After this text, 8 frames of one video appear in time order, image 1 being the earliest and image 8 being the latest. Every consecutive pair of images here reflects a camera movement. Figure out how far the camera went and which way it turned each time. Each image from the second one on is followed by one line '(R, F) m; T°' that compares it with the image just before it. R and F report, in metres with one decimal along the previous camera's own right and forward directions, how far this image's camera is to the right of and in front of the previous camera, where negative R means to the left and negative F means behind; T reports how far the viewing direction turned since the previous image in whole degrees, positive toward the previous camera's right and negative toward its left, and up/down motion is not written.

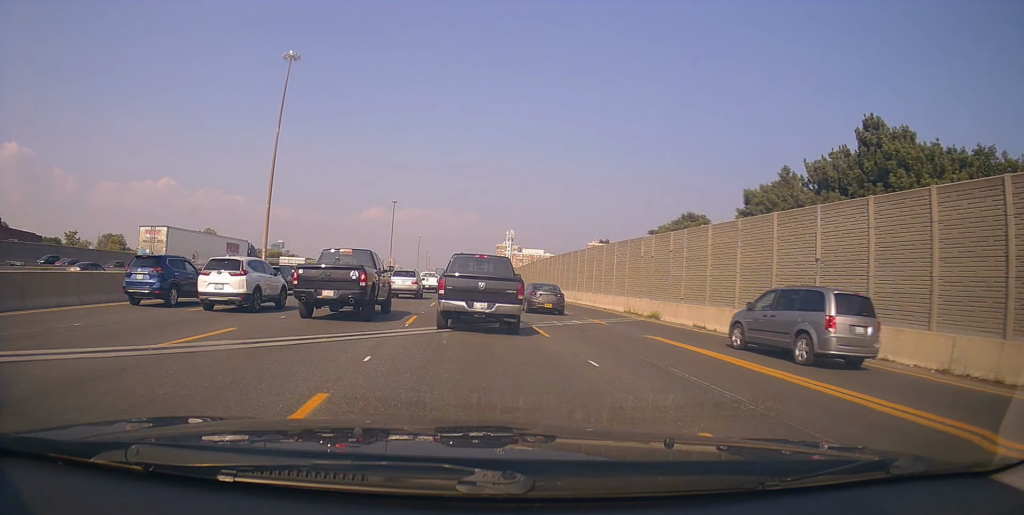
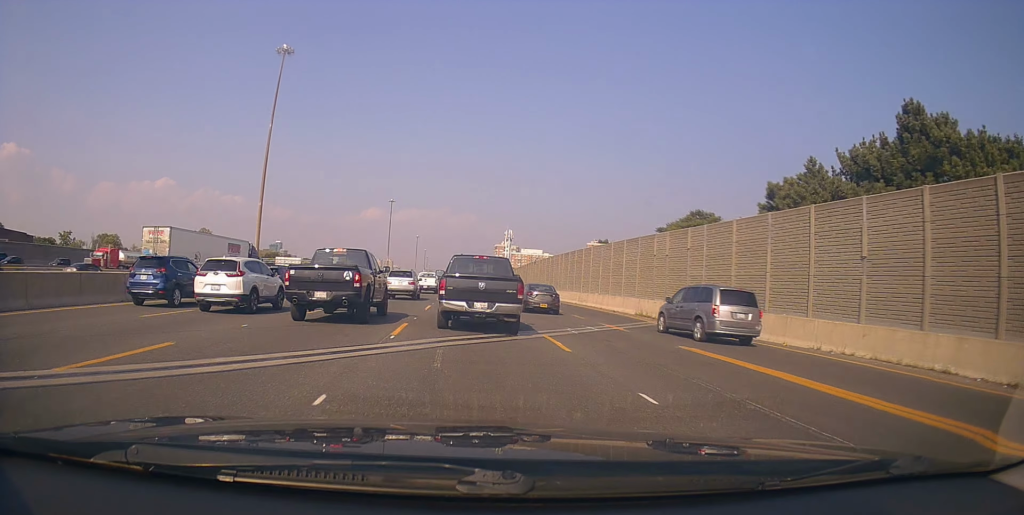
(-0.2, +2.7) m; +3°
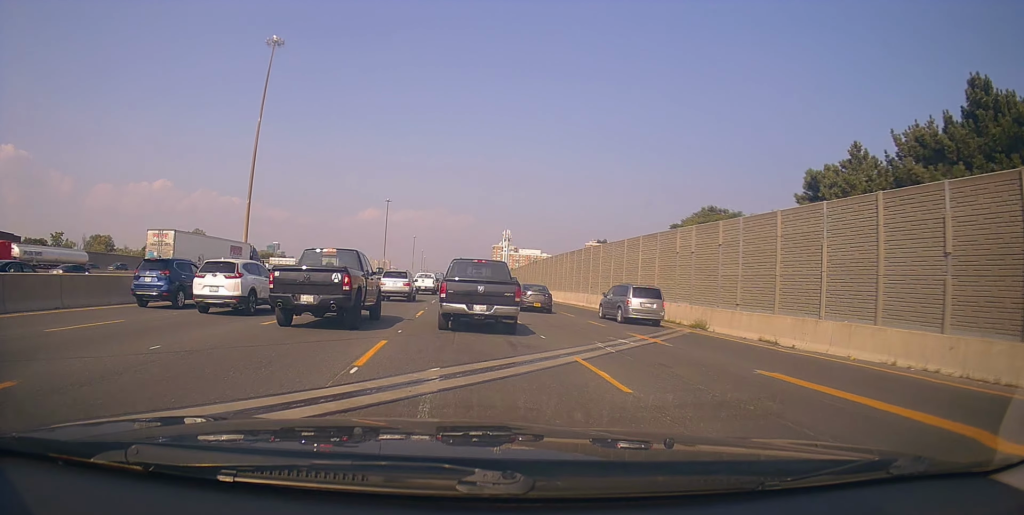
(+0.7, +4.1) m; +5°
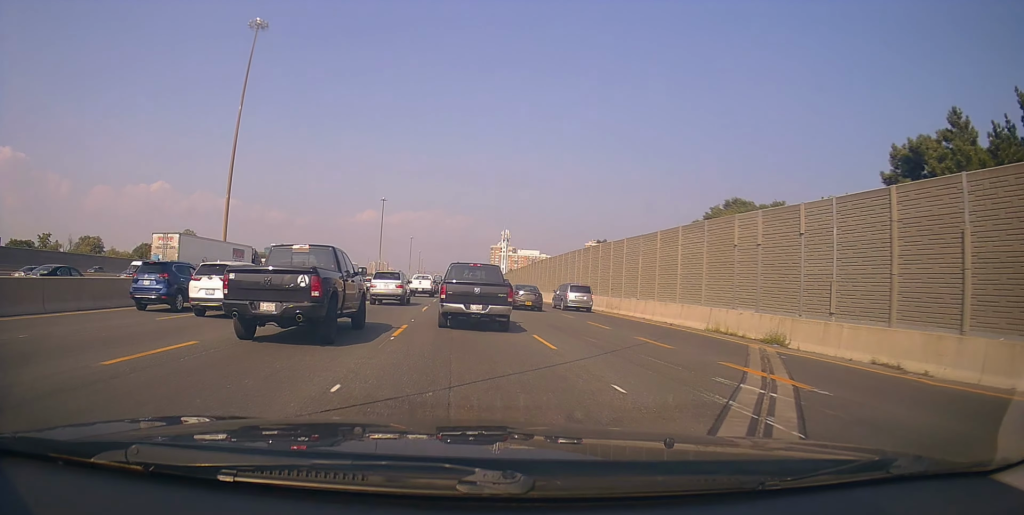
(0.0, +7.0) m; -1°
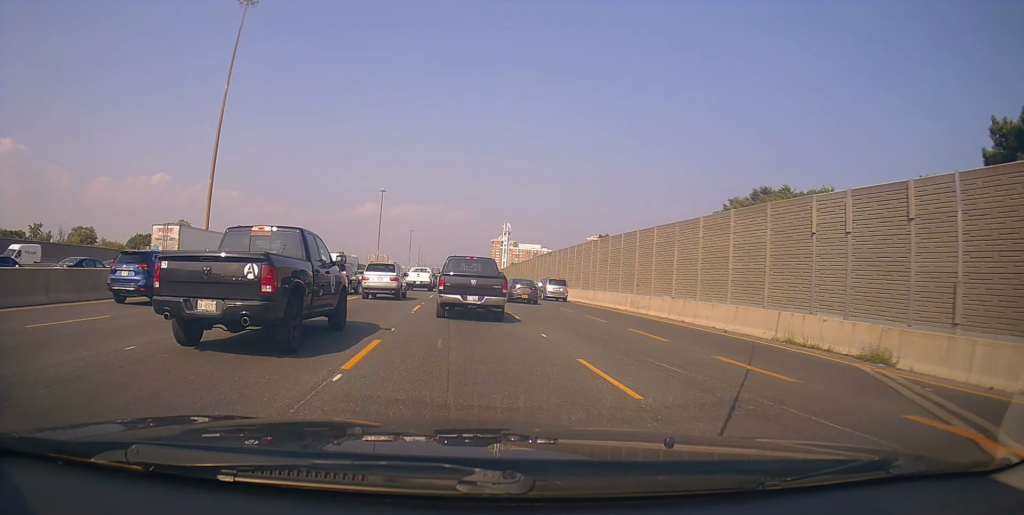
(-0.1, +5.6) m; -2°
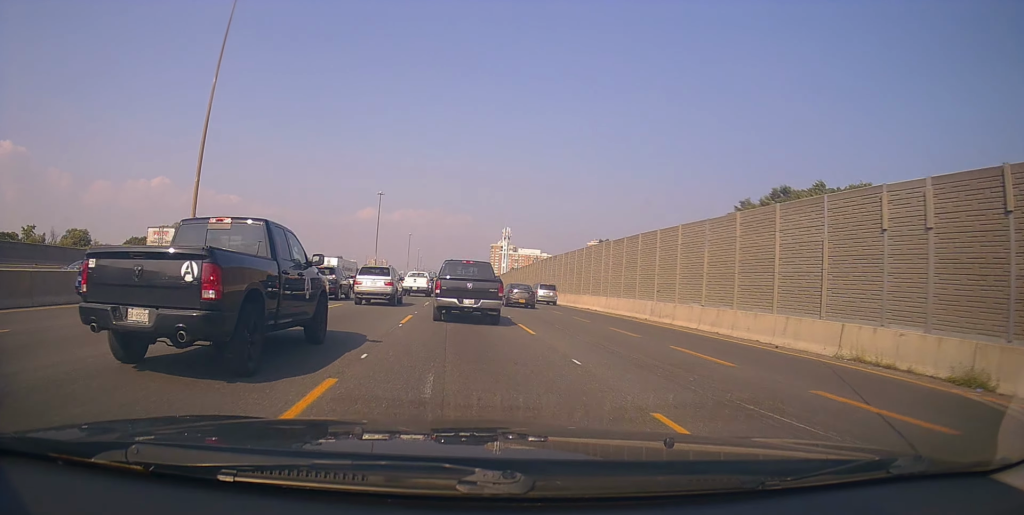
(0.0, +3.5) m; -1°
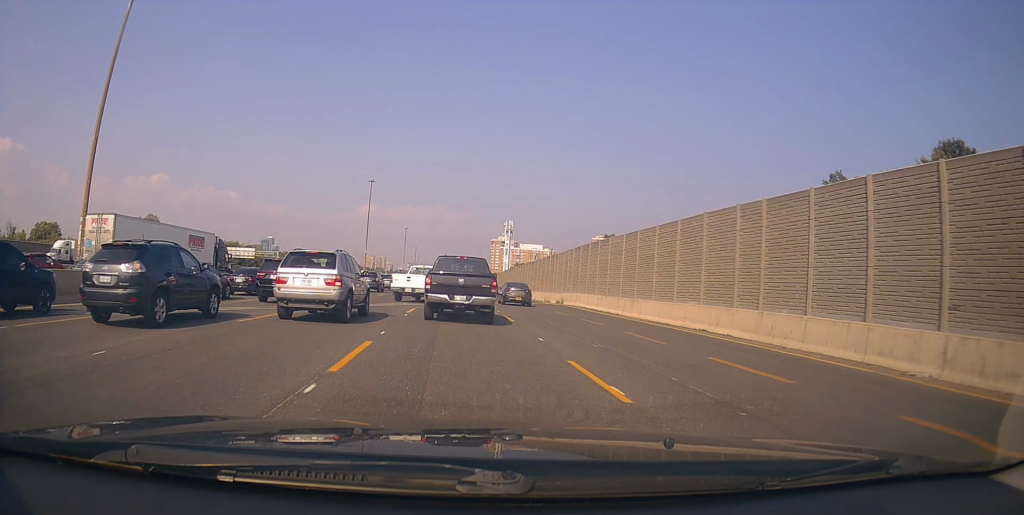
(-0.4, +20.9) m; +2°
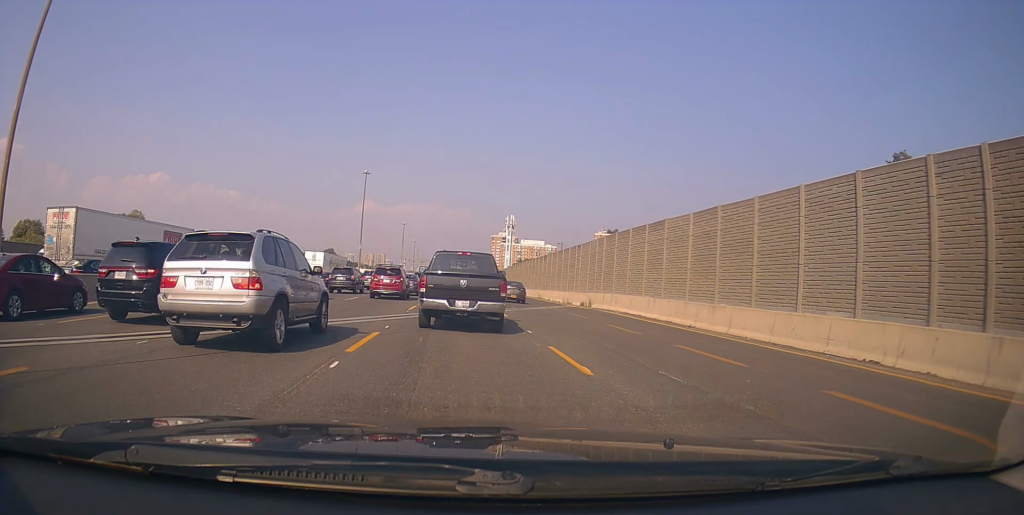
(+0.3, +11.7) m; -1°
